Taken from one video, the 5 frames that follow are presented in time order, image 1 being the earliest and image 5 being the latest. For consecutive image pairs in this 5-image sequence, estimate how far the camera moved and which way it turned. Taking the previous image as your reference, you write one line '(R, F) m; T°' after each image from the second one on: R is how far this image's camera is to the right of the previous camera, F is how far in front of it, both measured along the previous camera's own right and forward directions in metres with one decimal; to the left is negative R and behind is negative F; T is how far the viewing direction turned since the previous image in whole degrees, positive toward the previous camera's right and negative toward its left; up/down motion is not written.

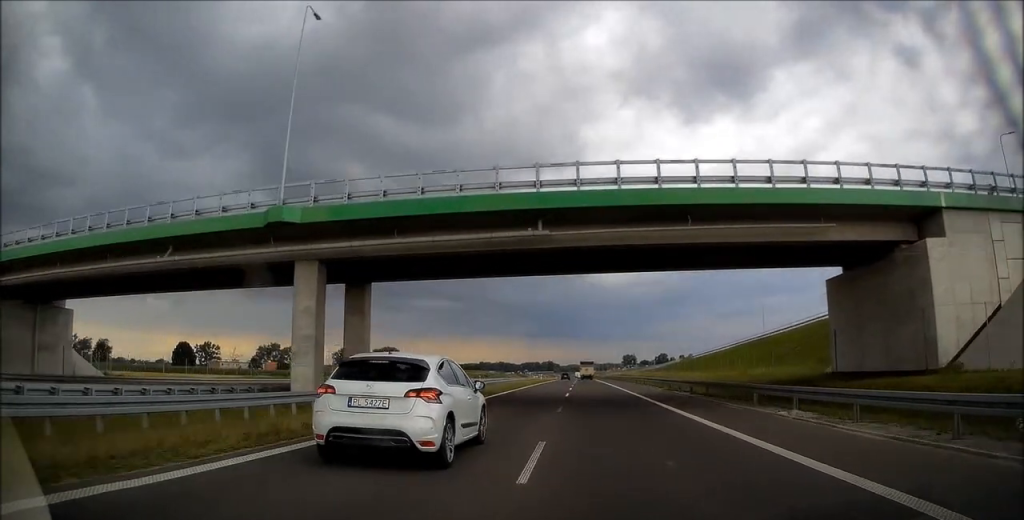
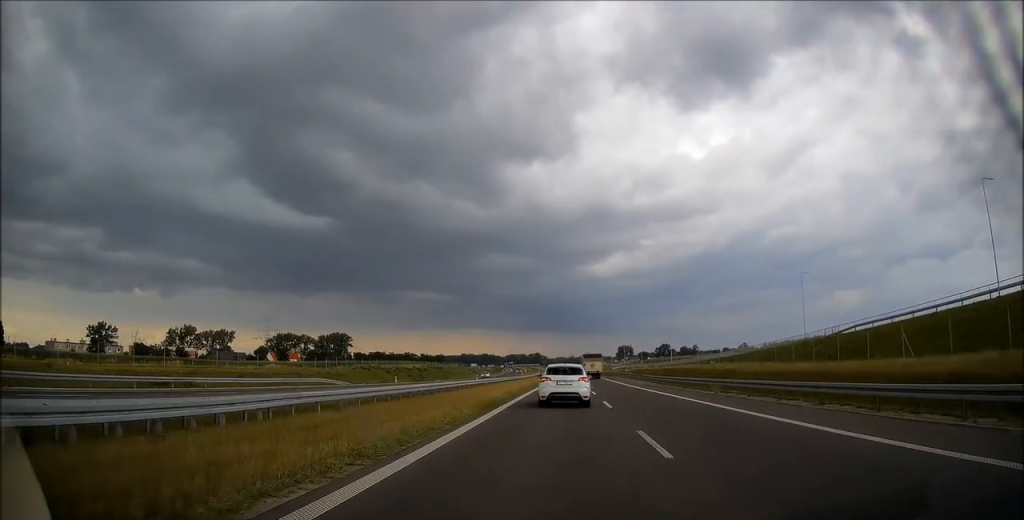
(-0.2, +104.6) m; +1°
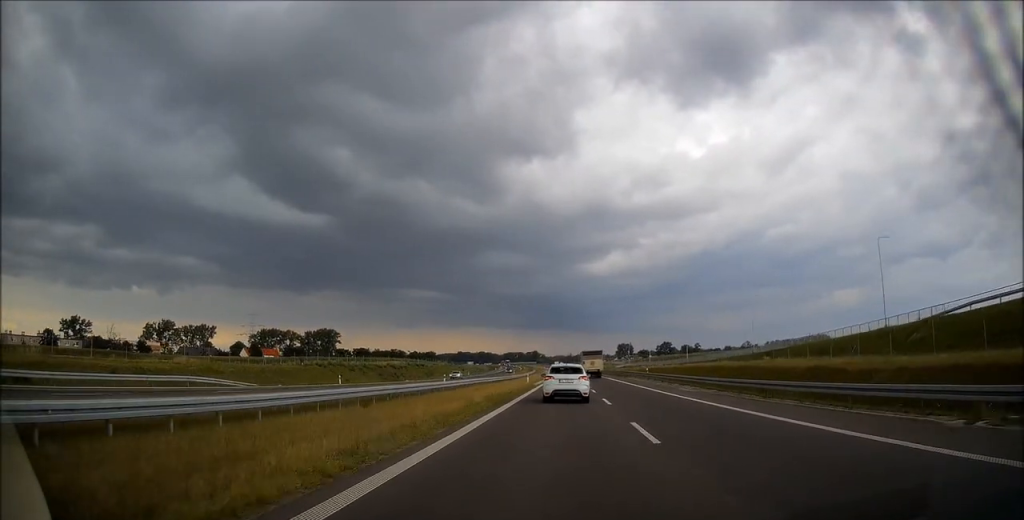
(+0.1, +22.1) m; 0°
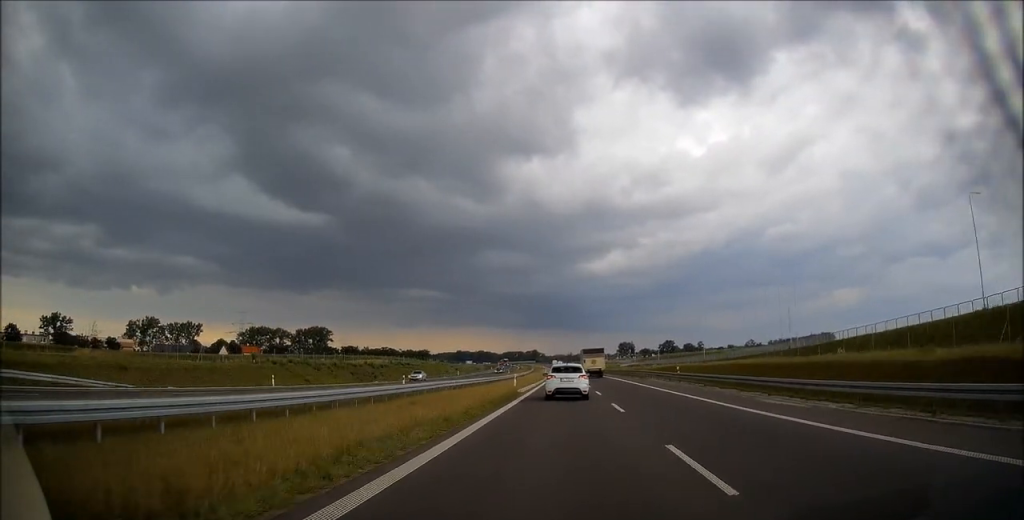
(-0.1, +16.3) m; 0°
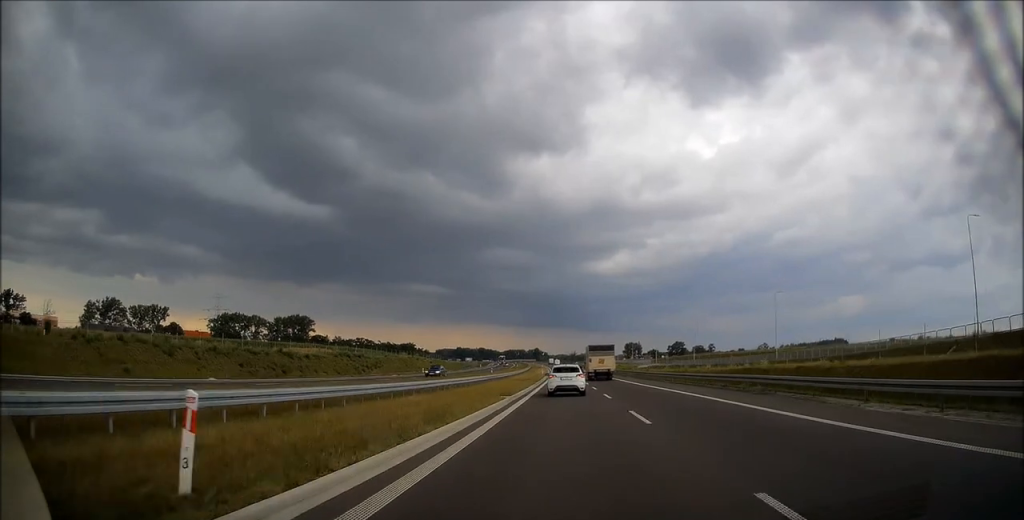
(-0.1, +39.8) m; 0°
